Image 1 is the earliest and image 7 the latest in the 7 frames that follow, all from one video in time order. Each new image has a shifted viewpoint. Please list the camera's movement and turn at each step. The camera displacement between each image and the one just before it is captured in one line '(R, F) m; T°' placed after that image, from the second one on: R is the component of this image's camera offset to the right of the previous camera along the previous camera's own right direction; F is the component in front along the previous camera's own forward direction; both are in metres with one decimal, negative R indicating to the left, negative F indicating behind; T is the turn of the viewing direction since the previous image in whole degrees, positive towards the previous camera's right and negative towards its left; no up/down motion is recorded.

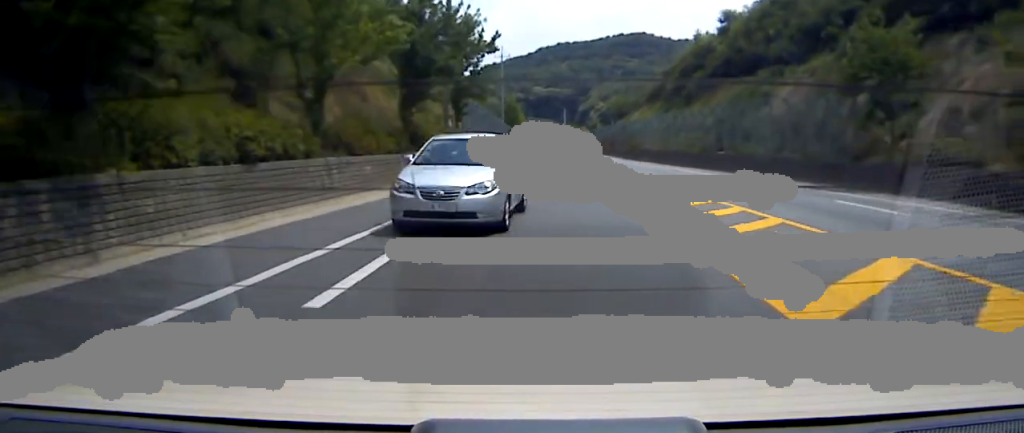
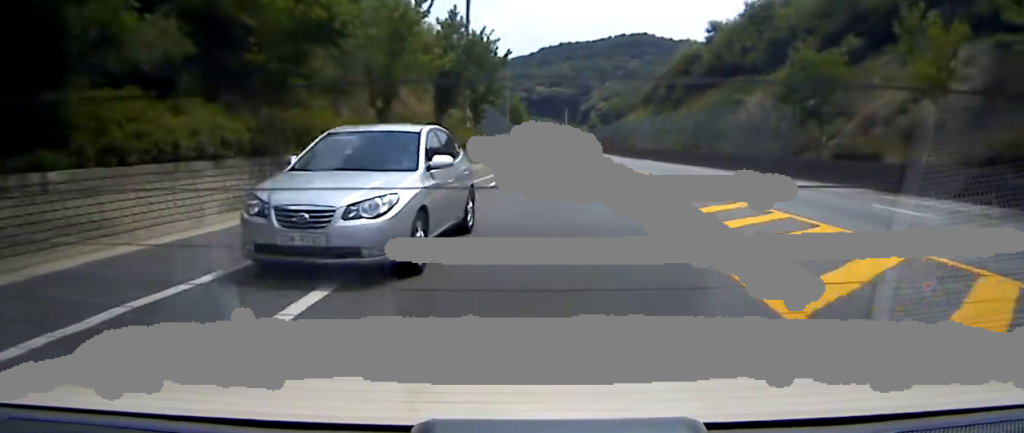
(0.0, +2.5) m; 0°
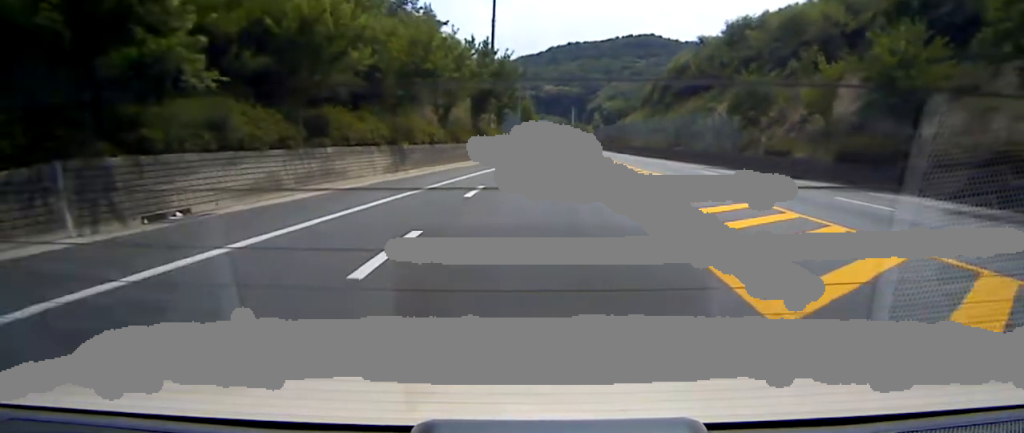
(0.0, +4.0) m; -1°
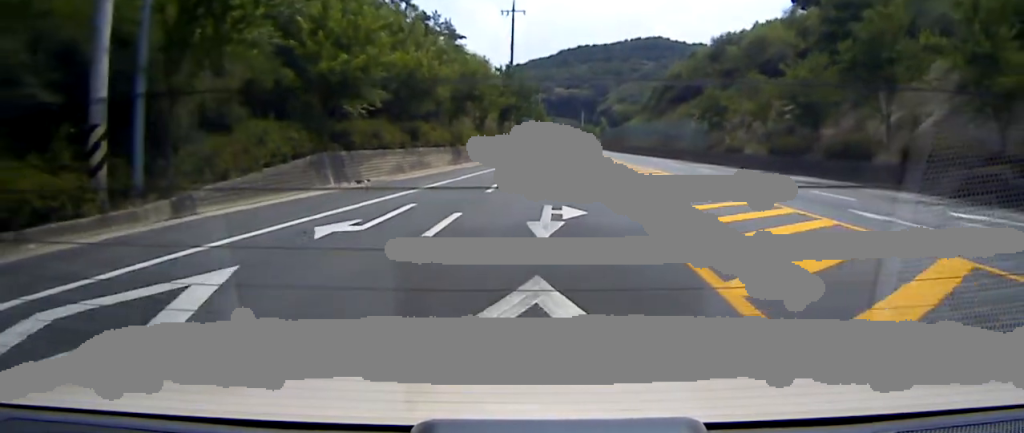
(-0.1, +4.0) m; -1°
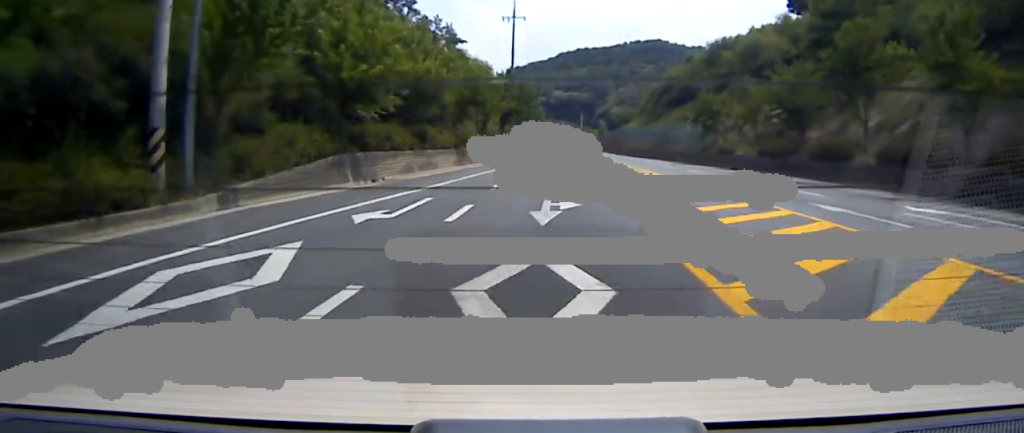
(0.0, +0.8) m; 0°
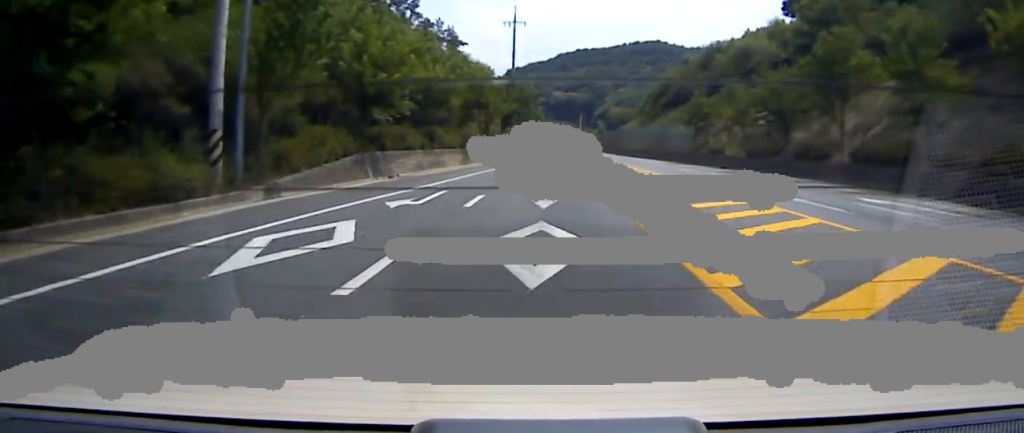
(0.0, +1.0) m; 0°
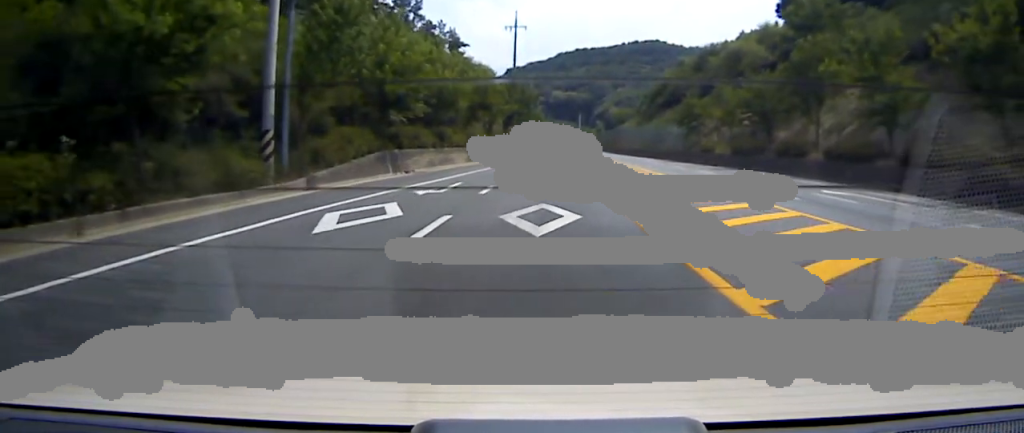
(0.0, +1.2) m; 0°
